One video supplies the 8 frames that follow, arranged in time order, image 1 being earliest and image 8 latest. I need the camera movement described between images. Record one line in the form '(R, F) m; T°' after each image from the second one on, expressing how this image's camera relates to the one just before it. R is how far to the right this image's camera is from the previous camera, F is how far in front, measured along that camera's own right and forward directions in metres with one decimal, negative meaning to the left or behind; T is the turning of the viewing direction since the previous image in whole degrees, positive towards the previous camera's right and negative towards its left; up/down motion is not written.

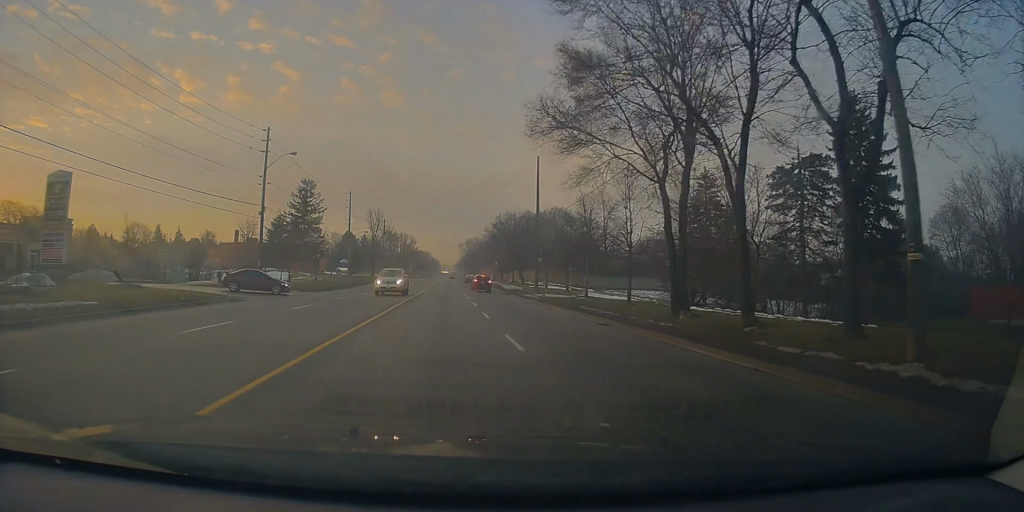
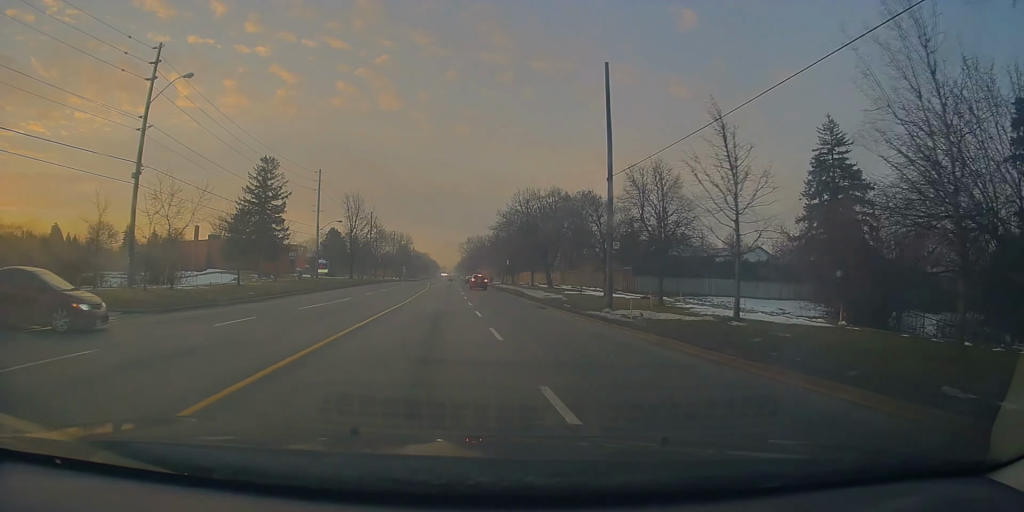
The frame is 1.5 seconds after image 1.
(0.0, +22.7) m; +1°
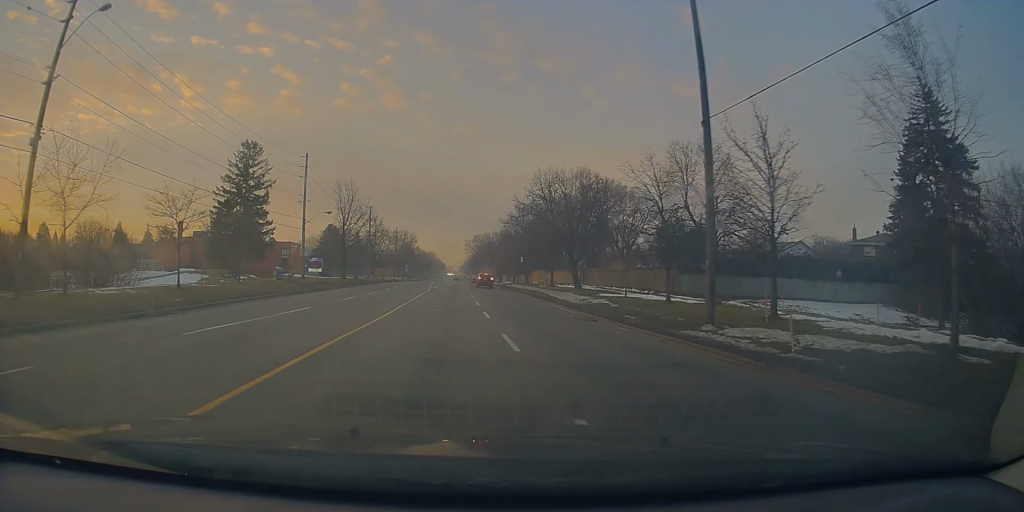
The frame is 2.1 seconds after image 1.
(+0.1, +9.9) m; 0°
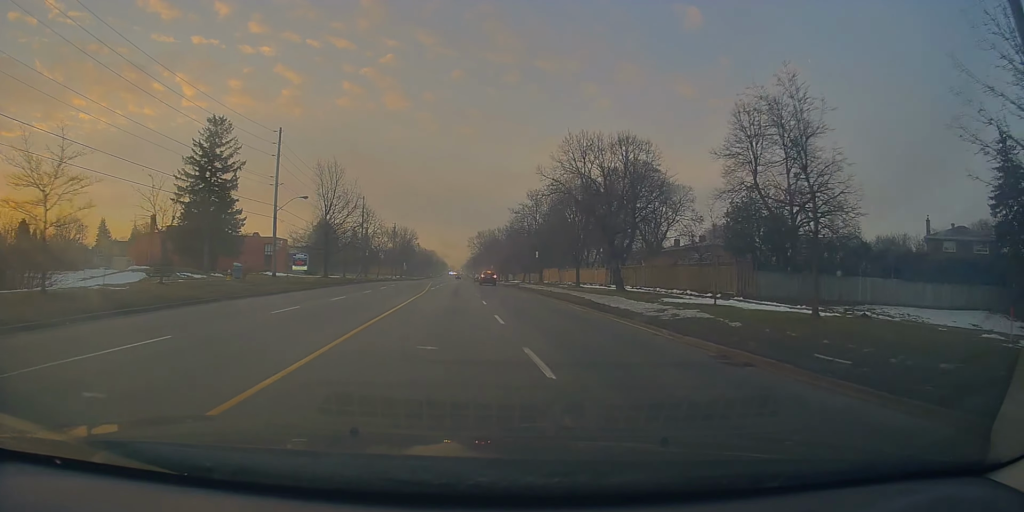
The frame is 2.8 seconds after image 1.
(0.0, +11.5) m; 0°
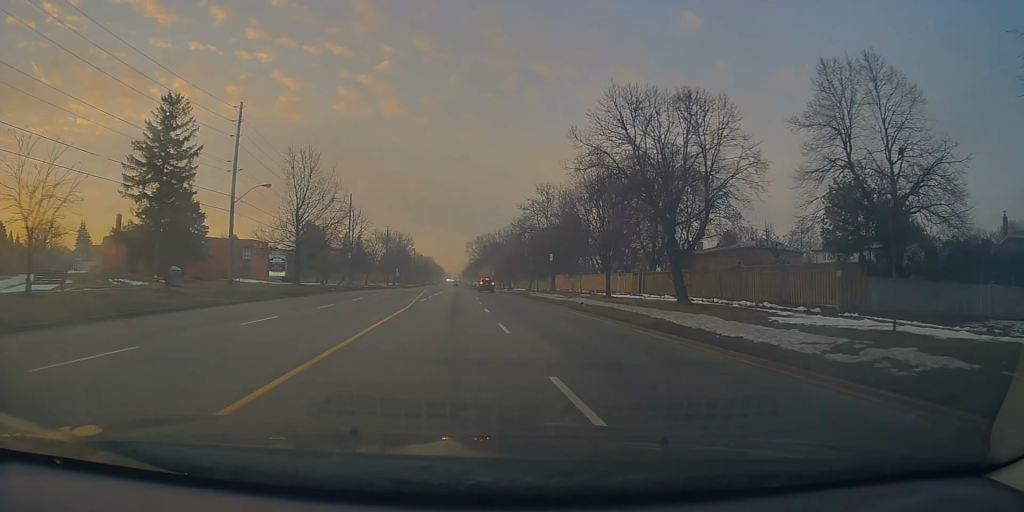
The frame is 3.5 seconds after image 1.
(-0.1, +10.5) m; 0°
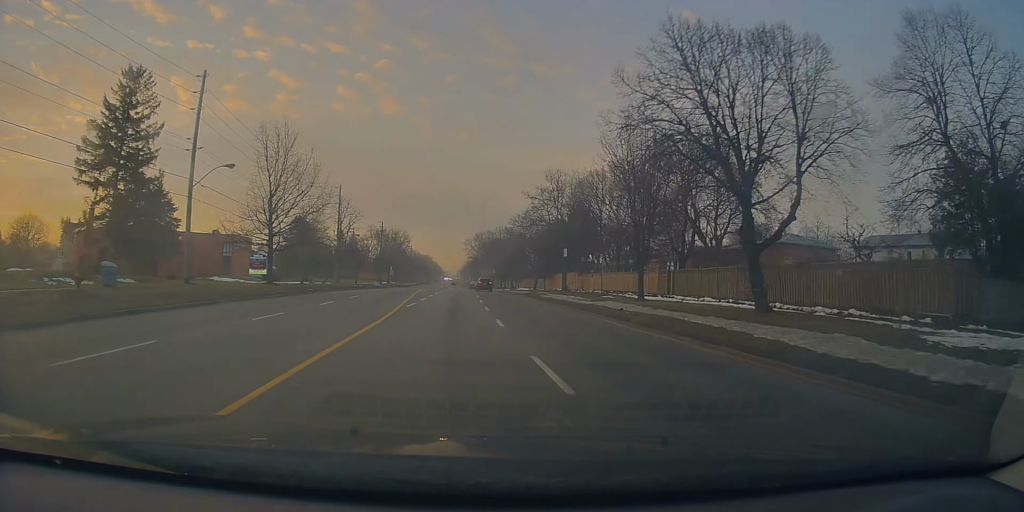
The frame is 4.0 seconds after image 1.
(+0.1, +7.5) m; 0°
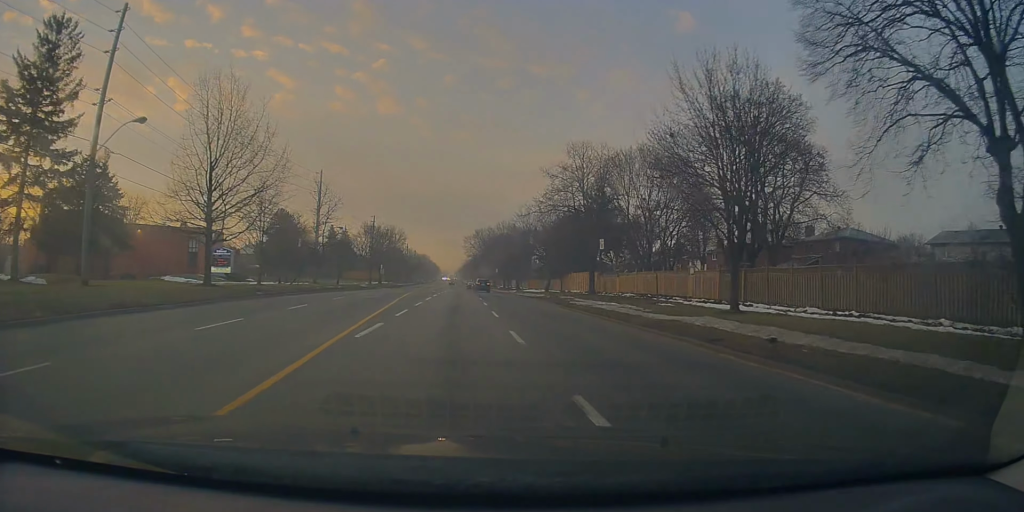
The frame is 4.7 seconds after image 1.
(+0.1, +11.8) m; 0°
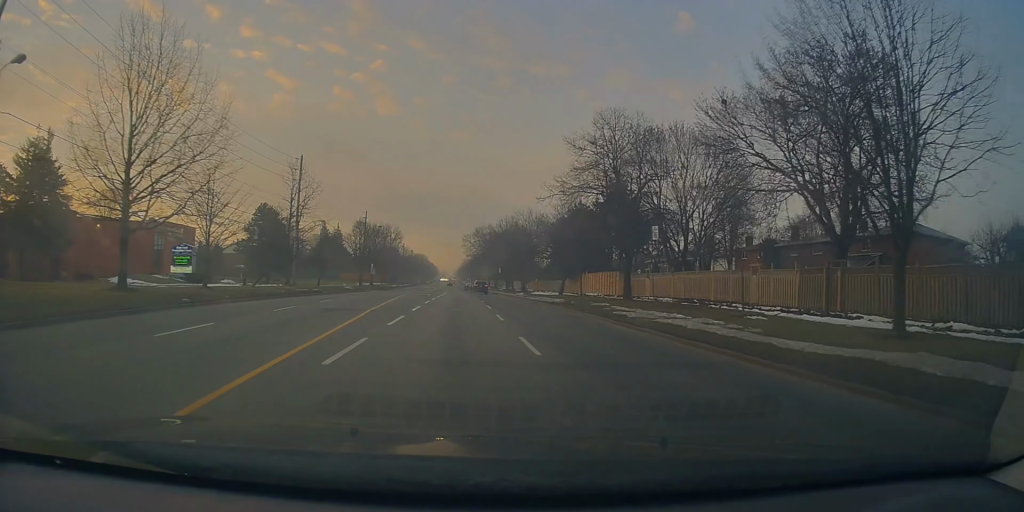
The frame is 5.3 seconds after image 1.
(0.0, +9.6) m; 0°
